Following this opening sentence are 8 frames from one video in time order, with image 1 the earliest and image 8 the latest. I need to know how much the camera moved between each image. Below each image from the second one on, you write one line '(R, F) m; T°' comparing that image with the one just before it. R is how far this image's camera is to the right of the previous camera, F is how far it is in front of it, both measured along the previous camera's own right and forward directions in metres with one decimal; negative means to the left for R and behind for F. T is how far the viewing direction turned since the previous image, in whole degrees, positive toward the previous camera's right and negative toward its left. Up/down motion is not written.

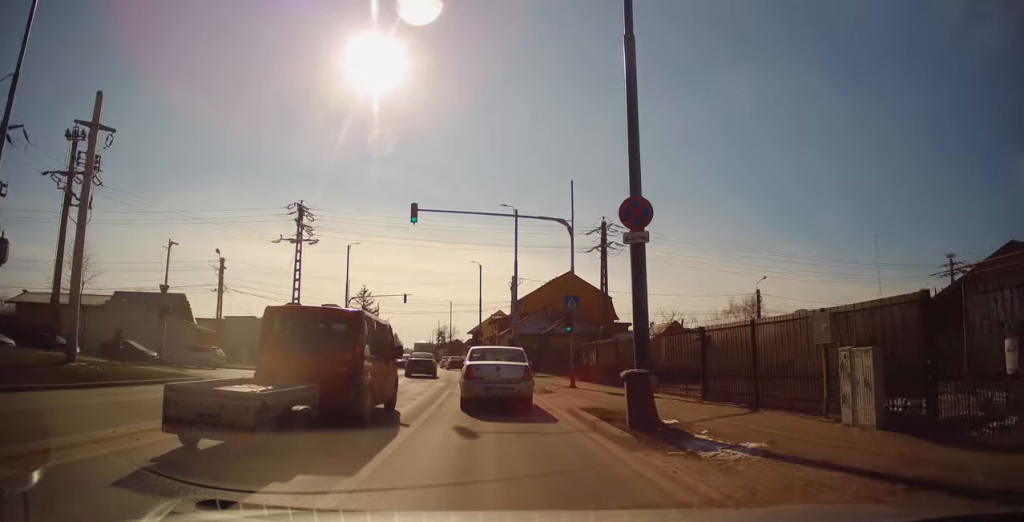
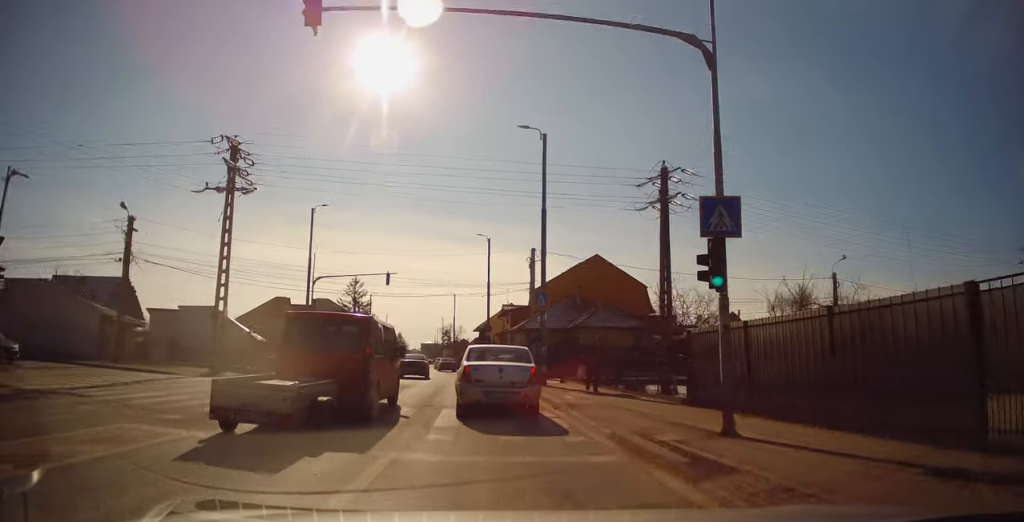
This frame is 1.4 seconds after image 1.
(+0.2, +12.6) m; +1°
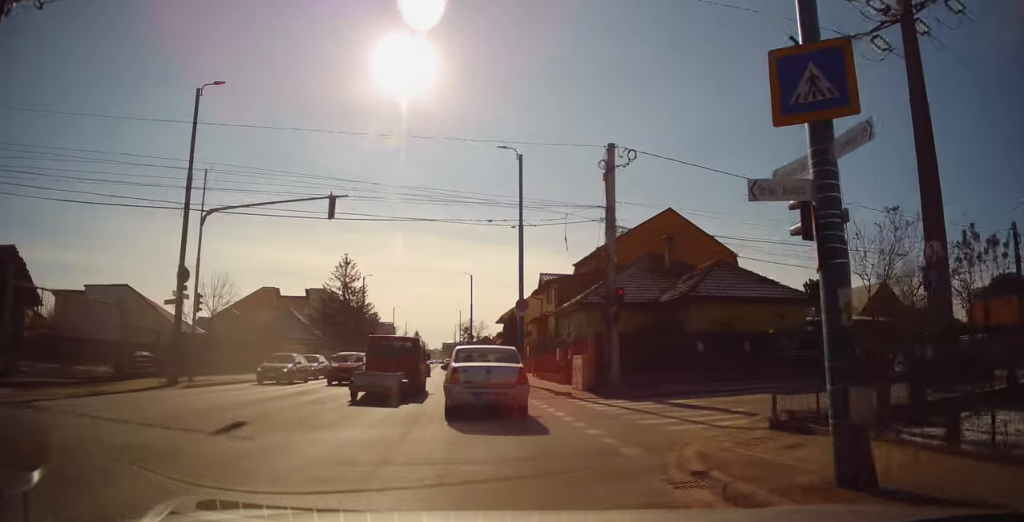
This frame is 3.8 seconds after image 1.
(-0.7, +19.4) m; -5°
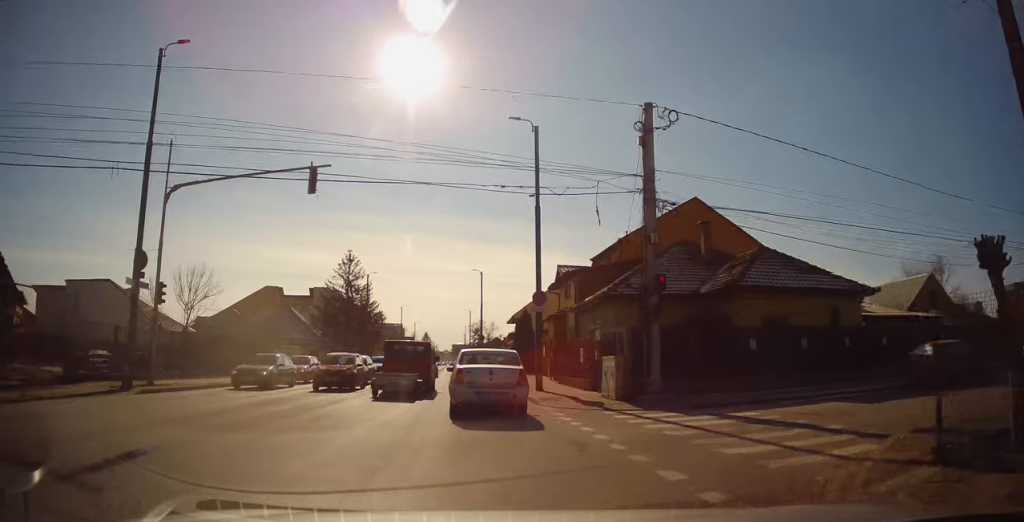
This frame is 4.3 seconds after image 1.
(+0.1, +3.7) m; -1°
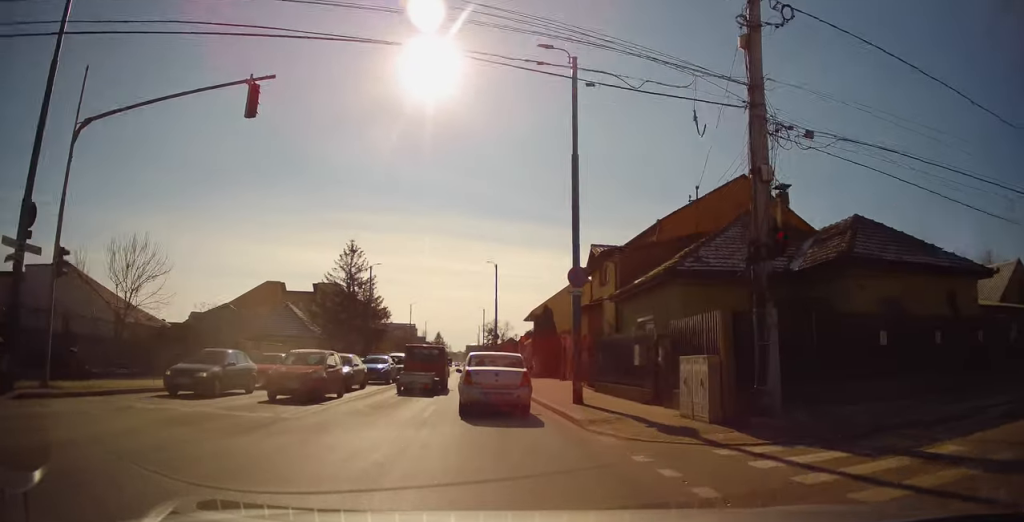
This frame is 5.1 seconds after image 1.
(-0.3, +5.6) m; 0°
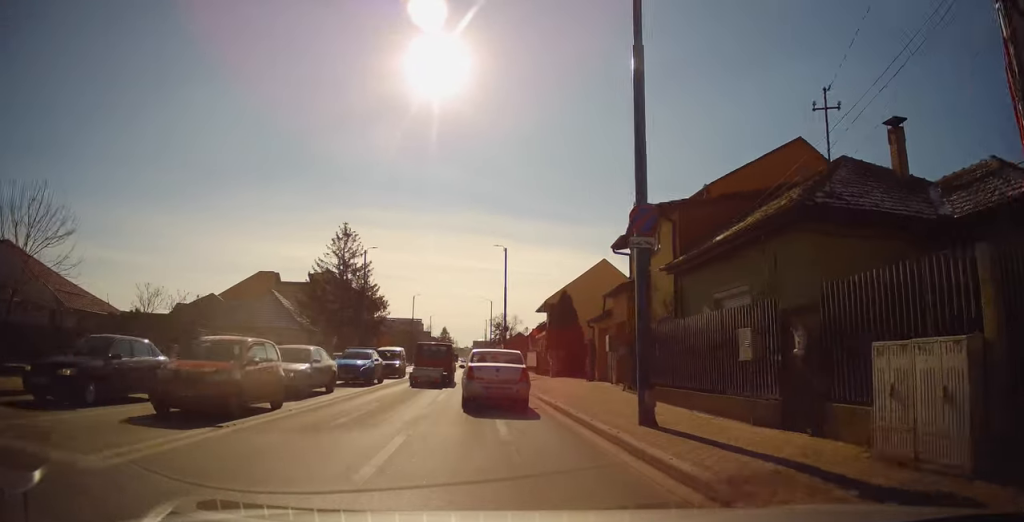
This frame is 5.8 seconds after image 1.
(+0.1, +5.6) m; 0°
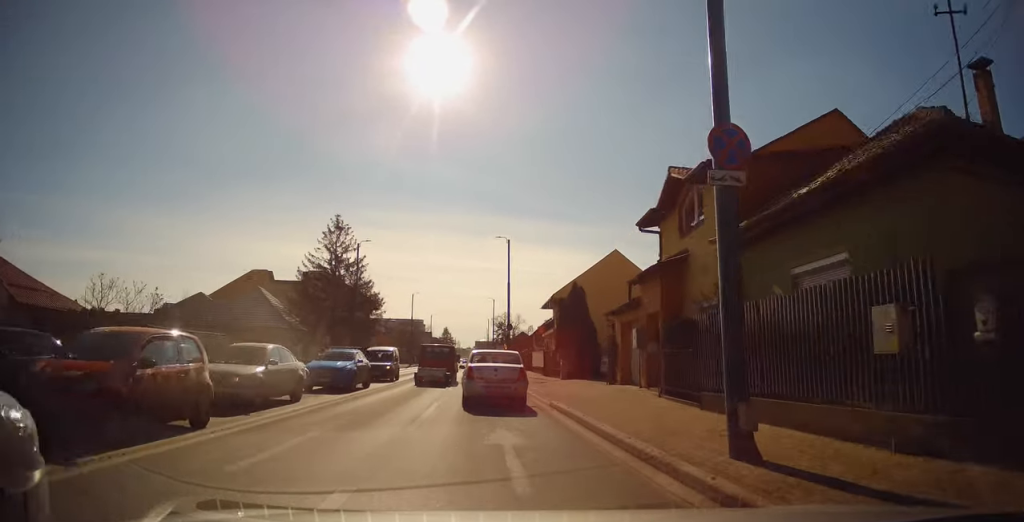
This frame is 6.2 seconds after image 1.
(+0.1, +3.2) m; 0°
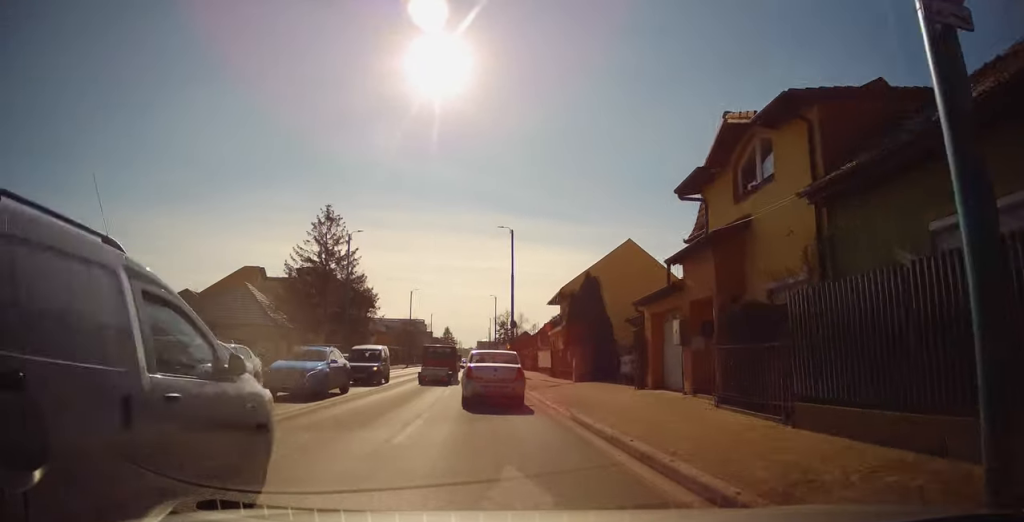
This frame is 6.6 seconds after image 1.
(-0.1, +3.4) m; -1°
